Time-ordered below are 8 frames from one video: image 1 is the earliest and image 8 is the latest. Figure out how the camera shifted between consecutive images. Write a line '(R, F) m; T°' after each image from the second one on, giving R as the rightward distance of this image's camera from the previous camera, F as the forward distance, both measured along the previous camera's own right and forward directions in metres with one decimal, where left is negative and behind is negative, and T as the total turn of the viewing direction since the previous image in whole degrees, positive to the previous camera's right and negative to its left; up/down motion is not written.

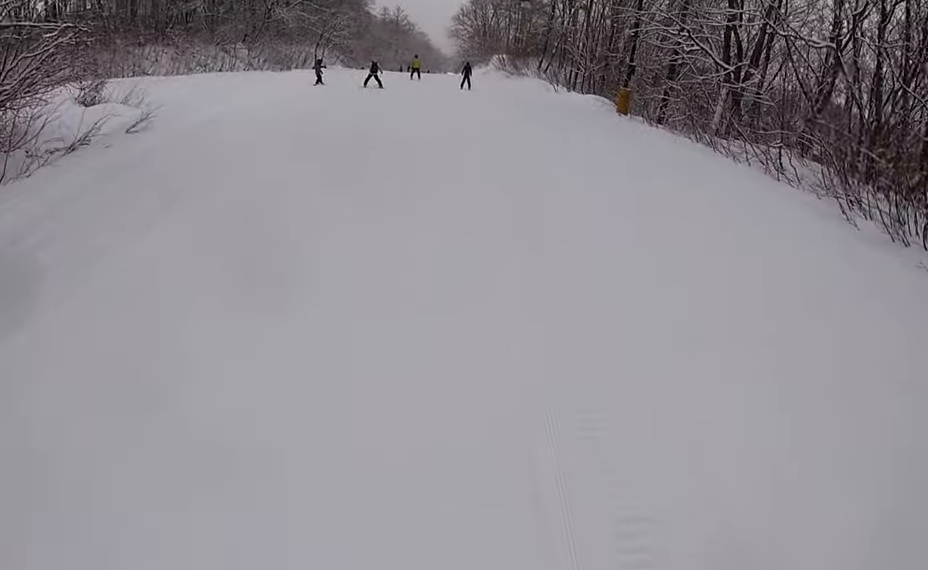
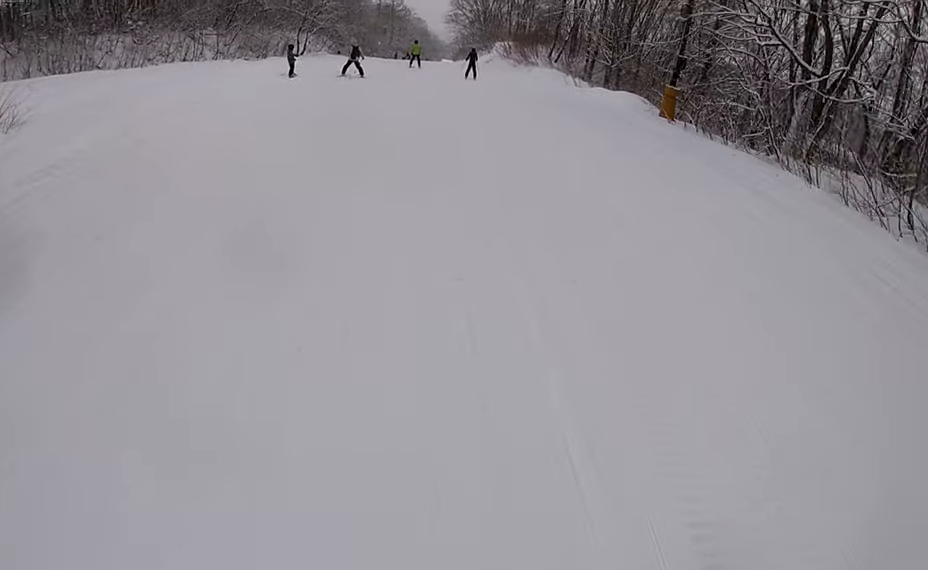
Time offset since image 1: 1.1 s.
(0.0, +5.8) m; 0°
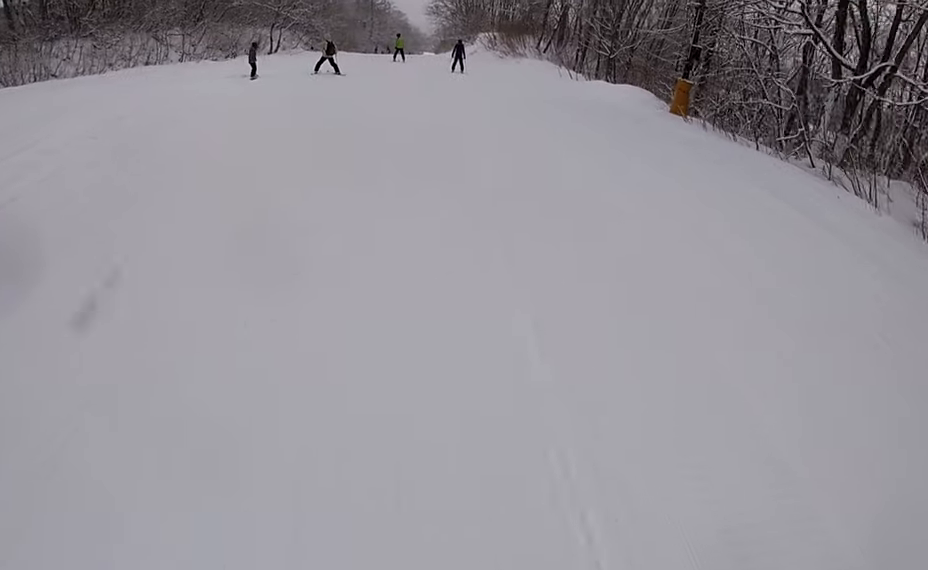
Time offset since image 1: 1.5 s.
(0.0, +2.6) m; 0°
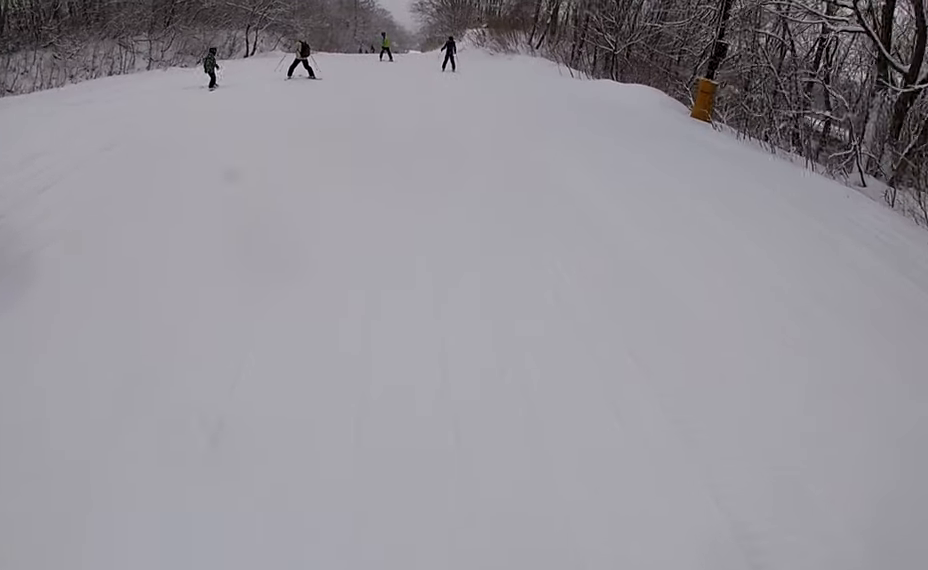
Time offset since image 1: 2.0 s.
(0.0, +2.8) m; 0°
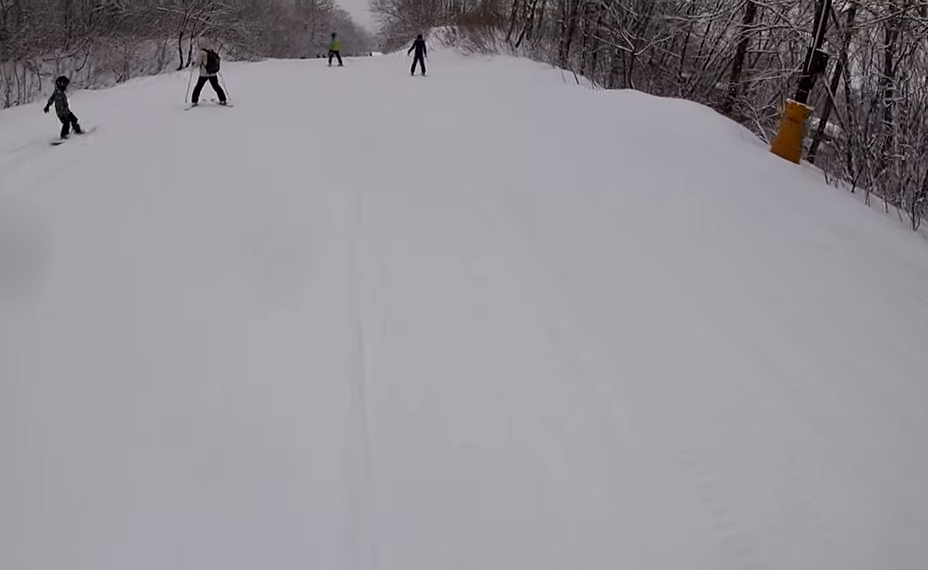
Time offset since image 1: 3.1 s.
(0.0, +6.3) m; 0°
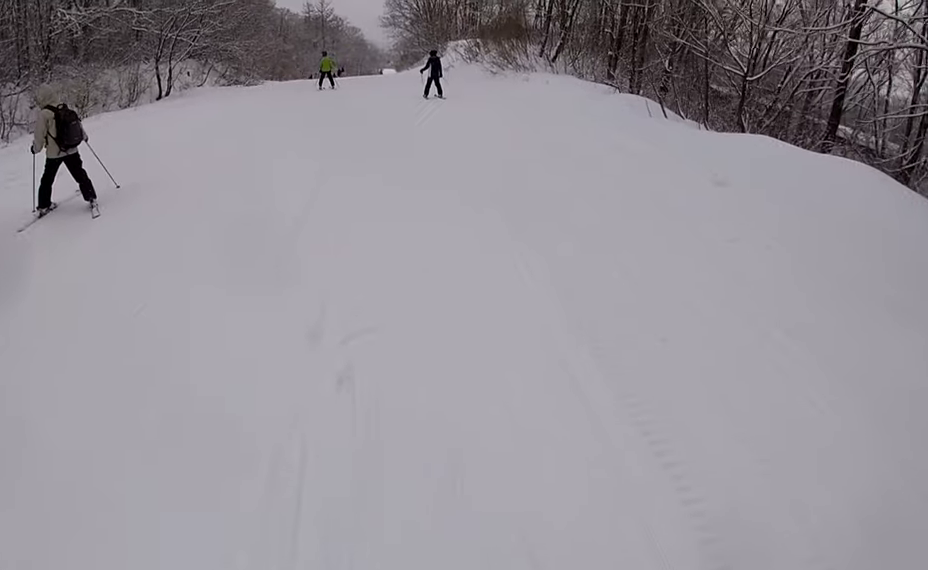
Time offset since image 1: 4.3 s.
(0.0, +6.3) m; 0°
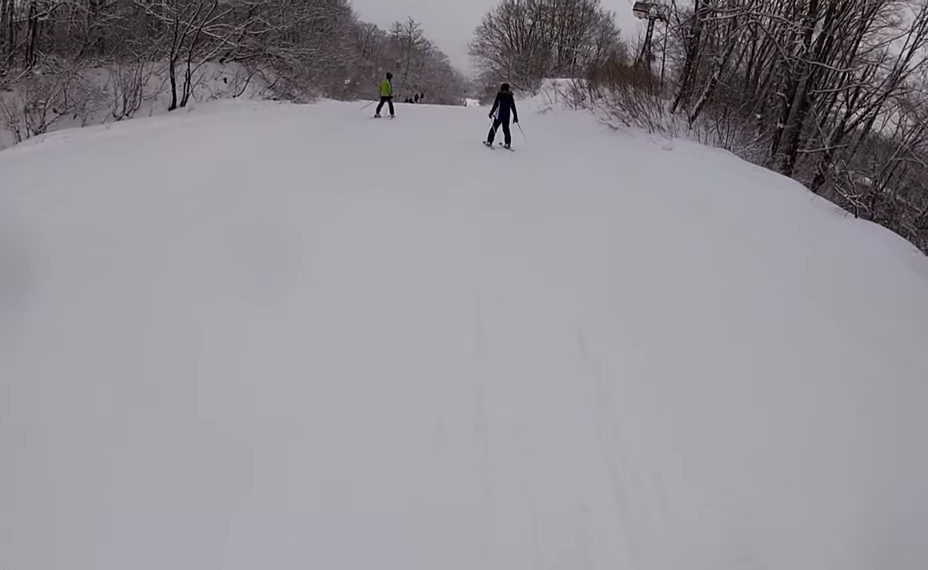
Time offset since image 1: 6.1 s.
(0.0, +8.9) m; 0°
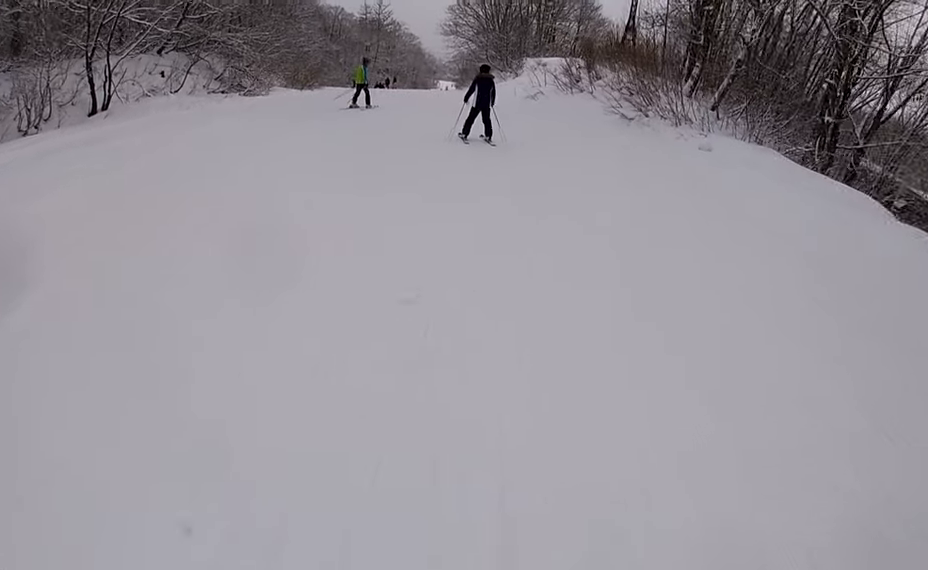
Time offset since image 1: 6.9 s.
(0.0, +4.3) m; 0°
